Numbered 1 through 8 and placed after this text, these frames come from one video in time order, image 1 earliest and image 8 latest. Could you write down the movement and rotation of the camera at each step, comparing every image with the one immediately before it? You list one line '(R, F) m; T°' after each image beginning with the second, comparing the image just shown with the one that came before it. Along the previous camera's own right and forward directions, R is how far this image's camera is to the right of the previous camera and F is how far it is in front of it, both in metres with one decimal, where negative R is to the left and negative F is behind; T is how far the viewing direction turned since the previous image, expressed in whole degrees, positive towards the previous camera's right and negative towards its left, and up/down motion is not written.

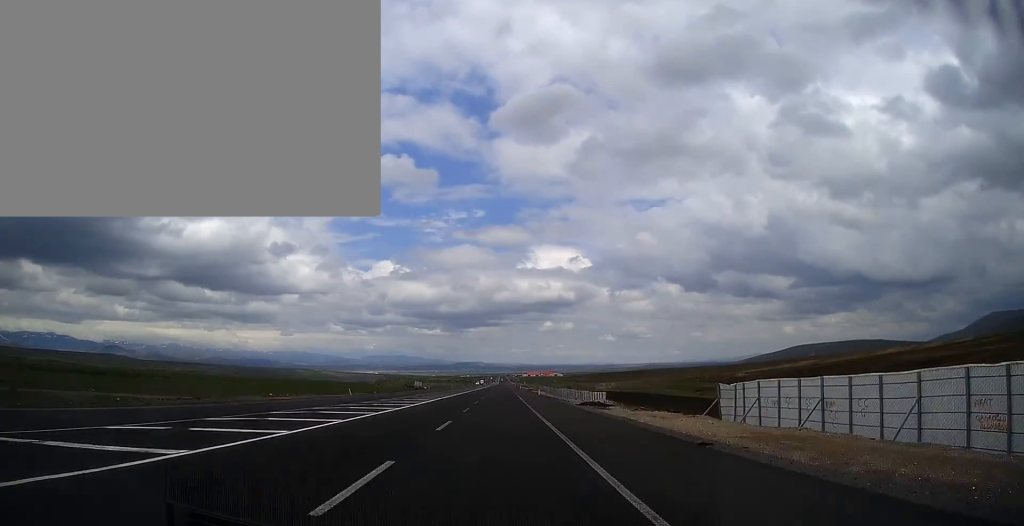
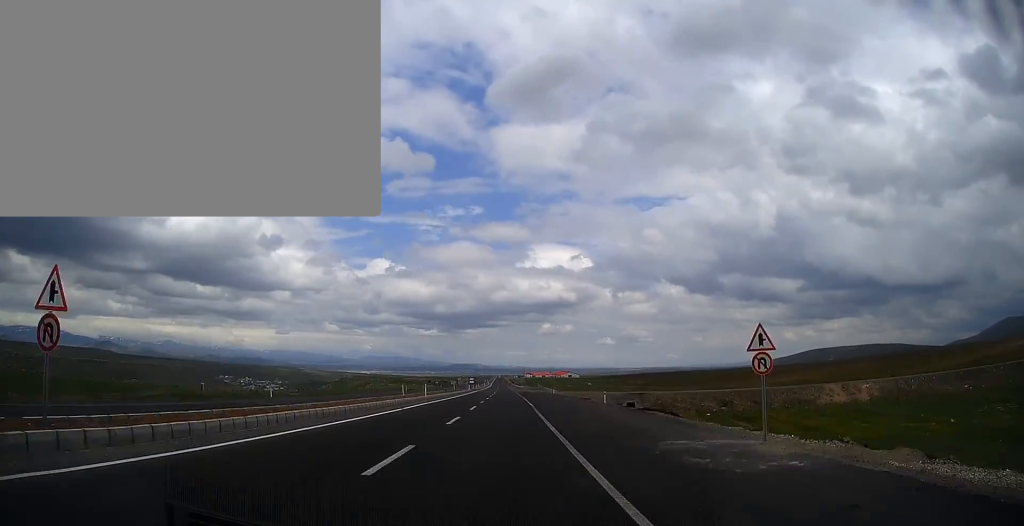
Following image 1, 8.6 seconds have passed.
(+0.5, +263.0) m; 0°
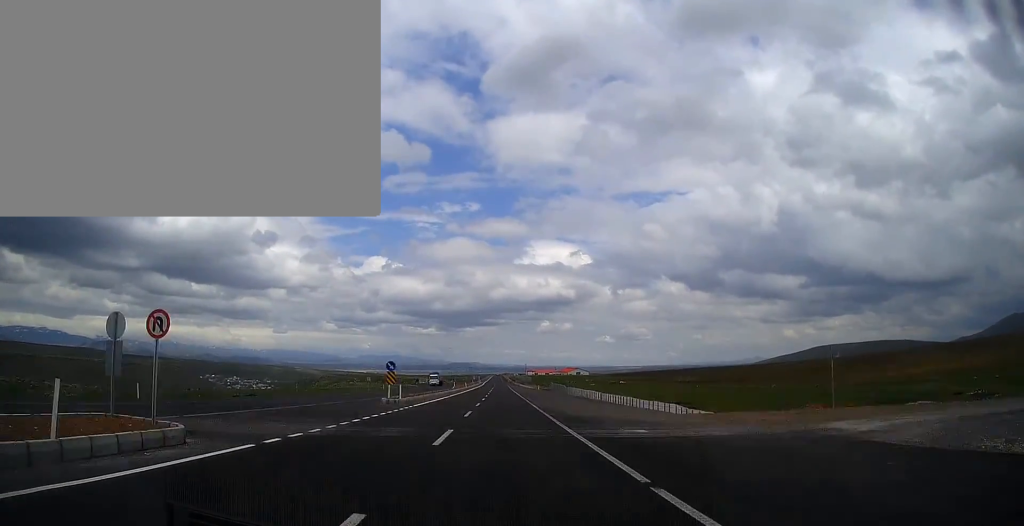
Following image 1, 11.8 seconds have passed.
(-0.1, +104.9) m; 0°
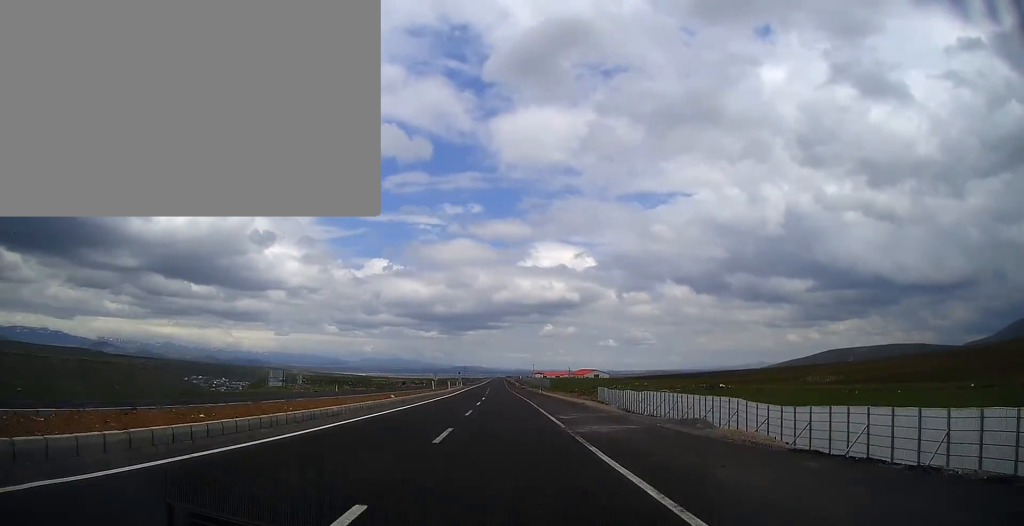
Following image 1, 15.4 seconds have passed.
(0.0, +119.8) m; 0°
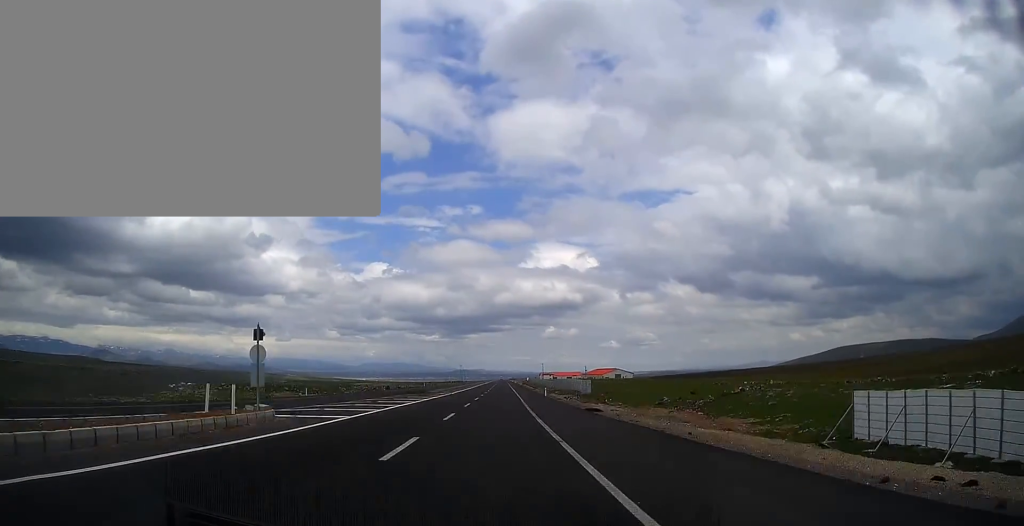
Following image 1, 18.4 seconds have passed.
(-0.3, +95.9) m; 0°
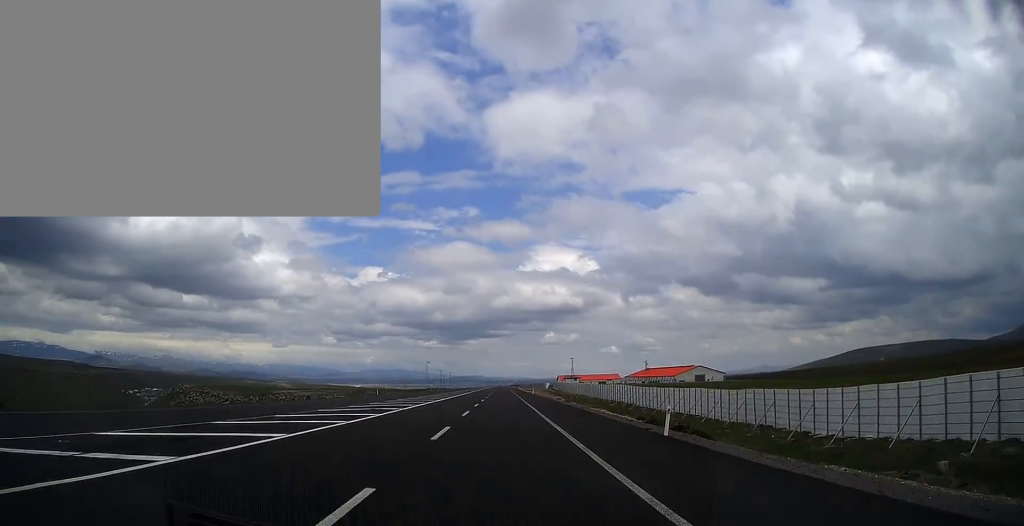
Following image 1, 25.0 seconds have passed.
(0.0, +211.3) m; 0°
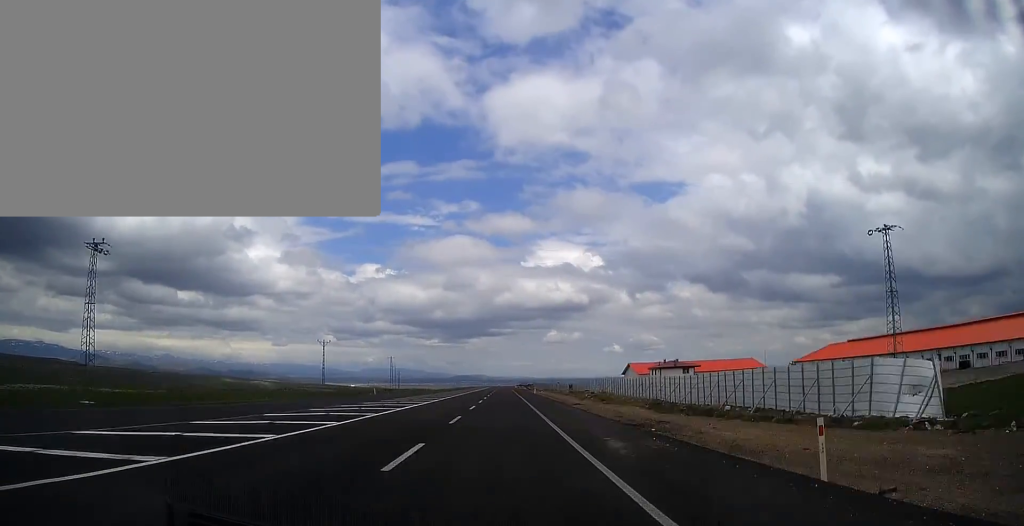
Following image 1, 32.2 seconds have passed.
(0.0, +233.5) m; 0°
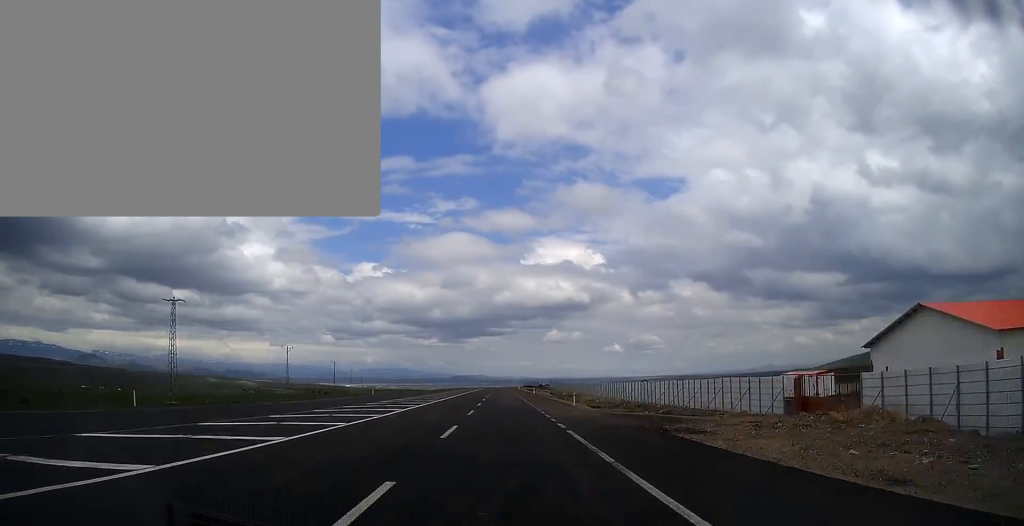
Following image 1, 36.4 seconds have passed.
(-0.3, +137.2) m; 0°
